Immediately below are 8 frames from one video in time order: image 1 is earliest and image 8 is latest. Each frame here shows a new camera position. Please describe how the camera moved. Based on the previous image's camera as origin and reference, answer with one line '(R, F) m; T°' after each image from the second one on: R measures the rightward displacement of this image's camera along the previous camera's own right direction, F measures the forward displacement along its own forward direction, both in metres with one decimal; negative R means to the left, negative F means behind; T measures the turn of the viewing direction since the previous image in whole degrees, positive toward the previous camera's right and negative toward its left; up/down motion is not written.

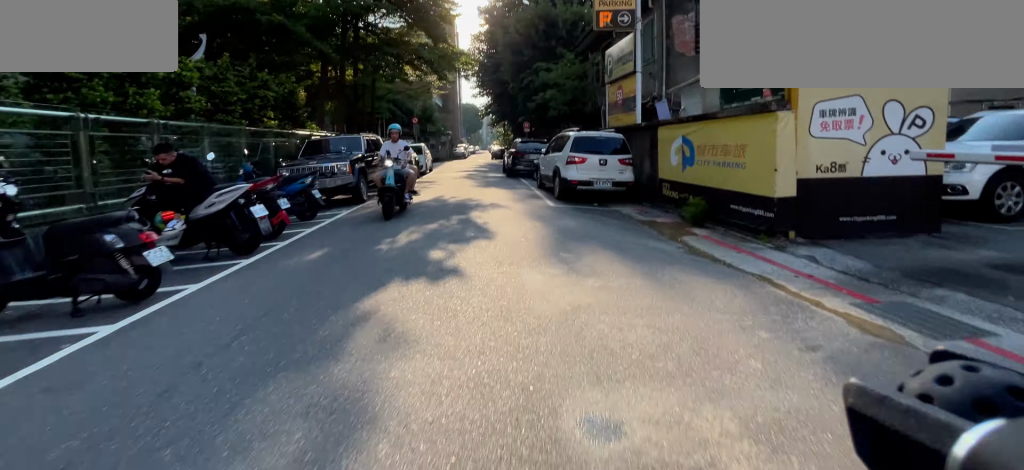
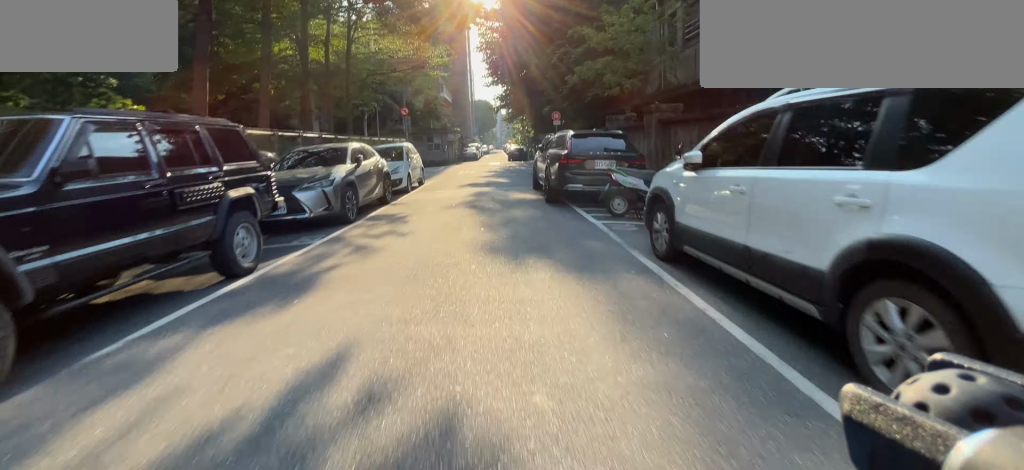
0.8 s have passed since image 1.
(+1.1, +7.6) m; +3°
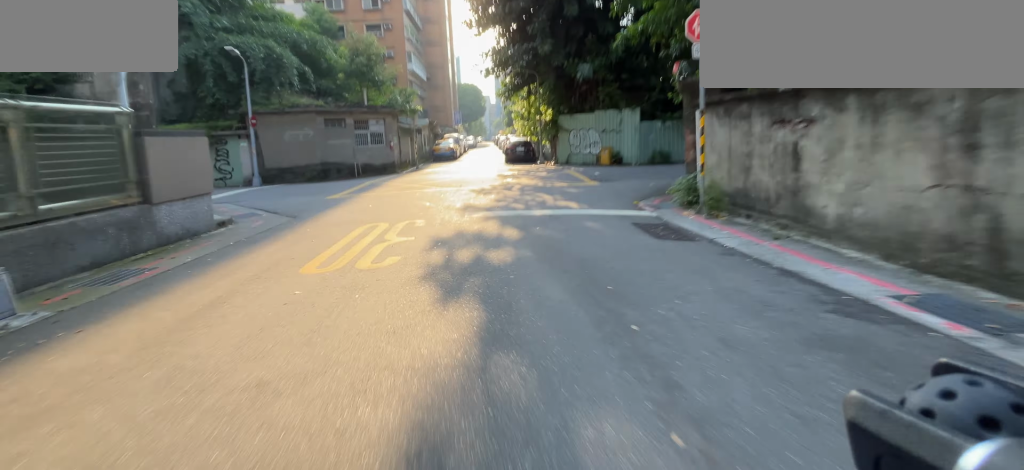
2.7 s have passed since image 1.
(-2.0, +15.9) m; -9°
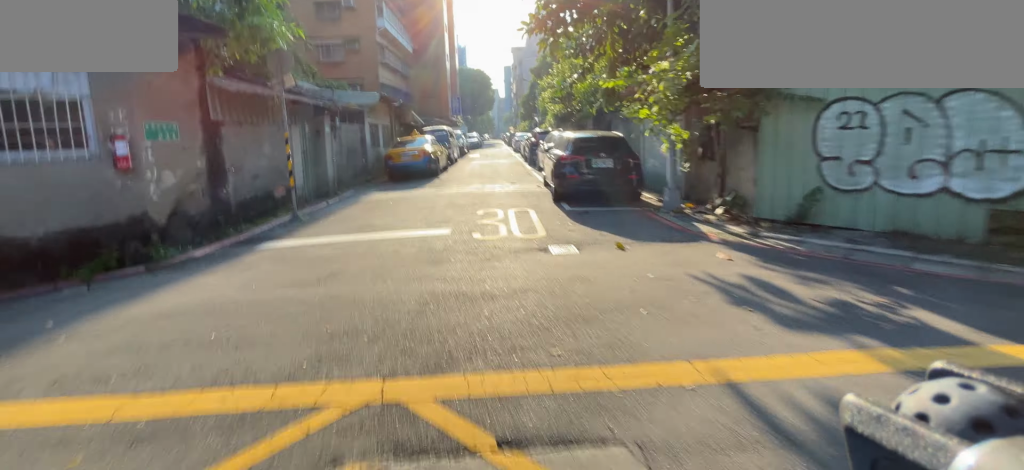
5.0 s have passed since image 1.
(-0.4, +14.3) m; -2°
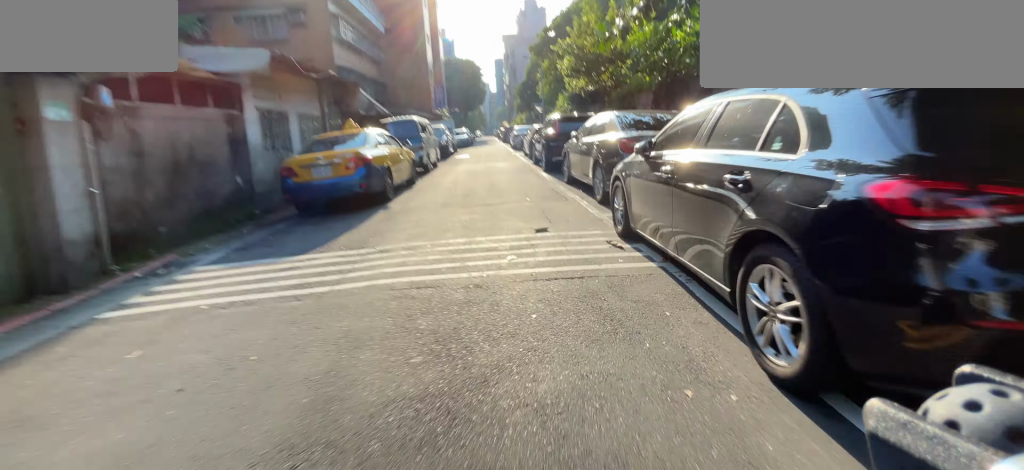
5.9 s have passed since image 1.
(0.0, +5.8) m; +1°
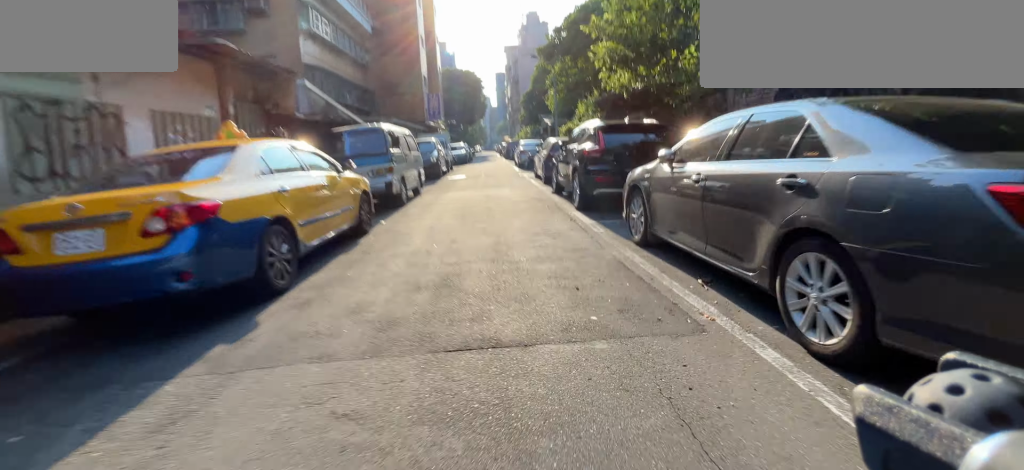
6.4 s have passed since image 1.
(-0.1, +3.8) m; +2°
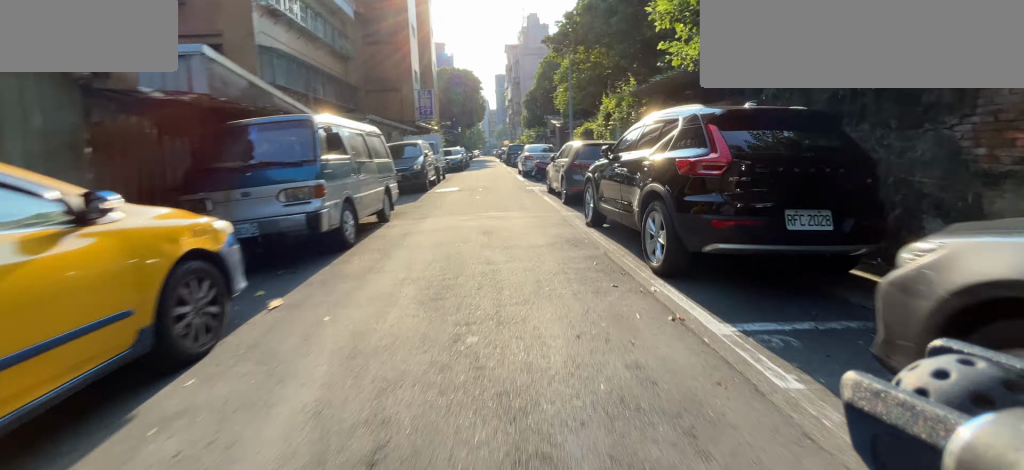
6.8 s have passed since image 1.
(0.0, +3.5) m; +2°
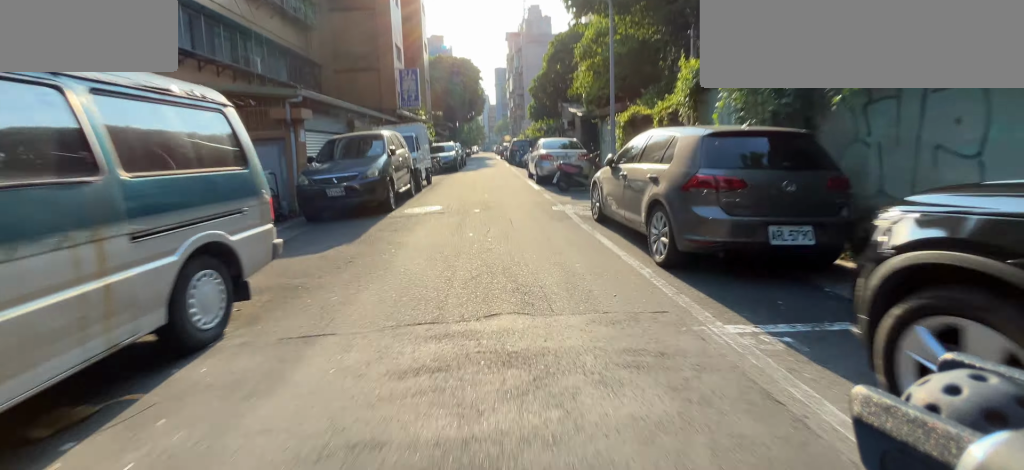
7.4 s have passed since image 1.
(+0.2, +5.3) m; +3°
